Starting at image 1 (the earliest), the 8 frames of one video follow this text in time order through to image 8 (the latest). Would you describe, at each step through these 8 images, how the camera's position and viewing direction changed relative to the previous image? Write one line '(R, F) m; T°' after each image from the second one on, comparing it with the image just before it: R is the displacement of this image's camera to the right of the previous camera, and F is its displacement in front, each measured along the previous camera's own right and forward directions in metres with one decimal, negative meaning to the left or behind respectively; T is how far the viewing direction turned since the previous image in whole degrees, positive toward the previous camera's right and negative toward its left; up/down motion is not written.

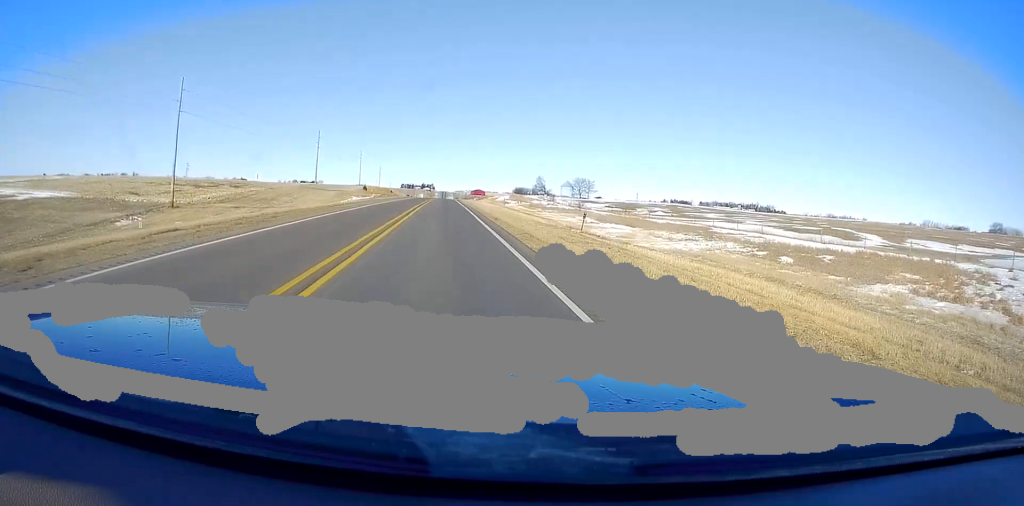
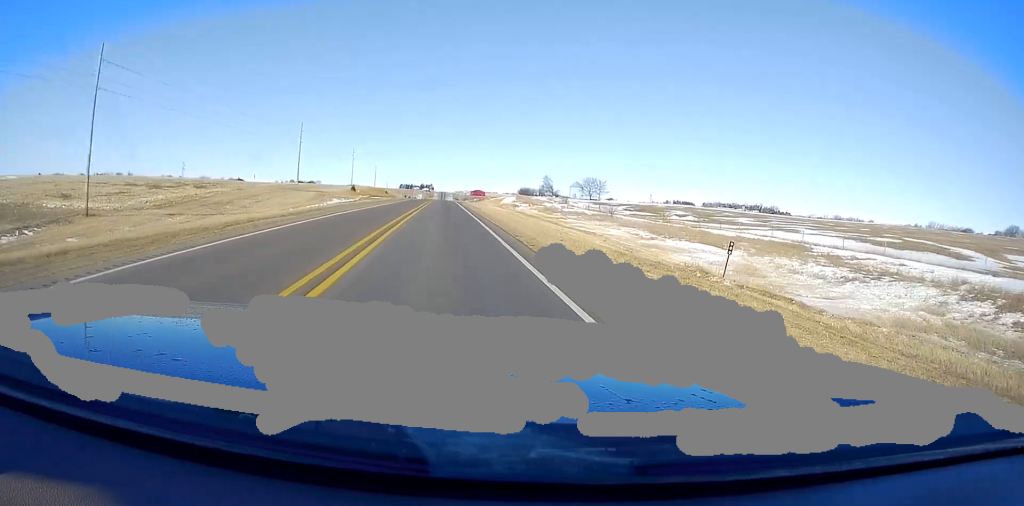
(-0.1, +18.2) m; 0°
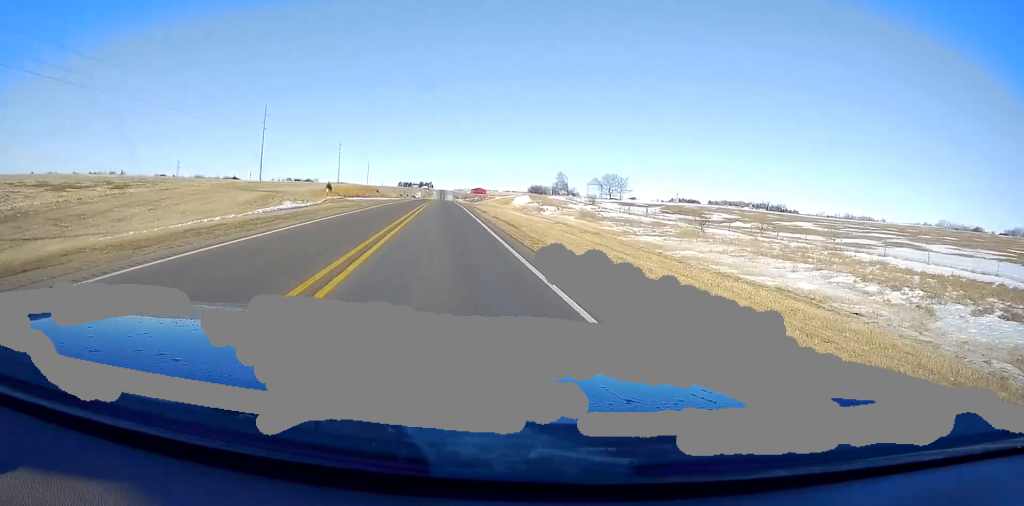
(+0.1, +27.4) m; +1°
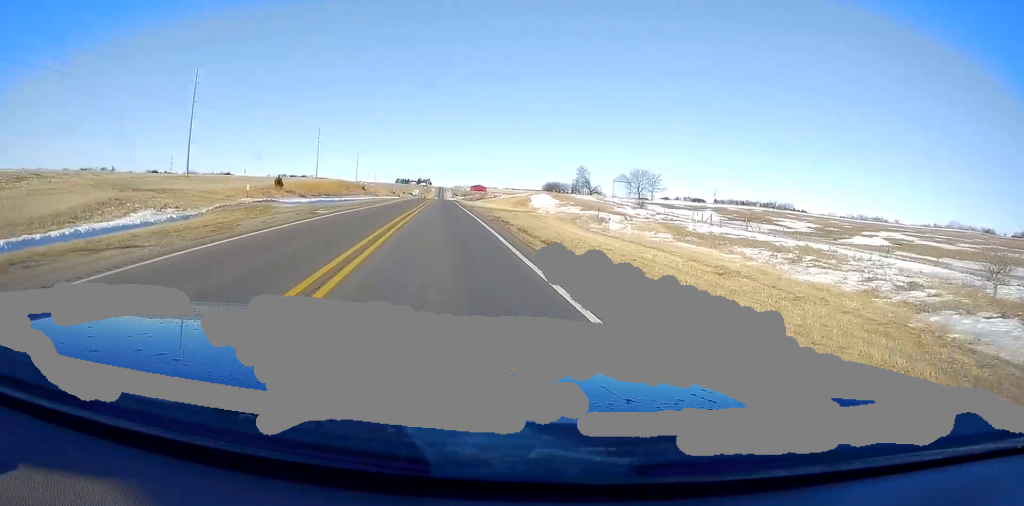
(+0.3, +31.2) m; 0°
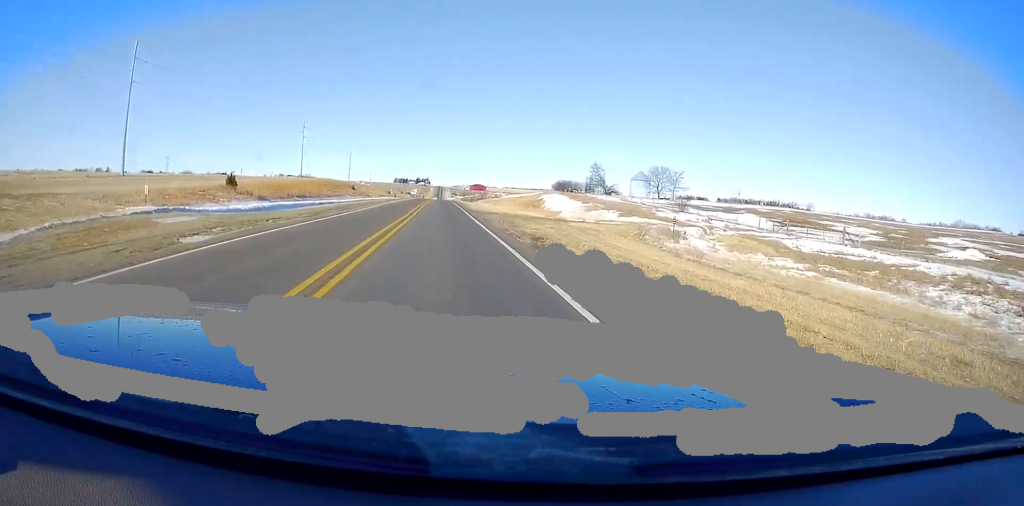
(-0.3, +16.5) m; 0°
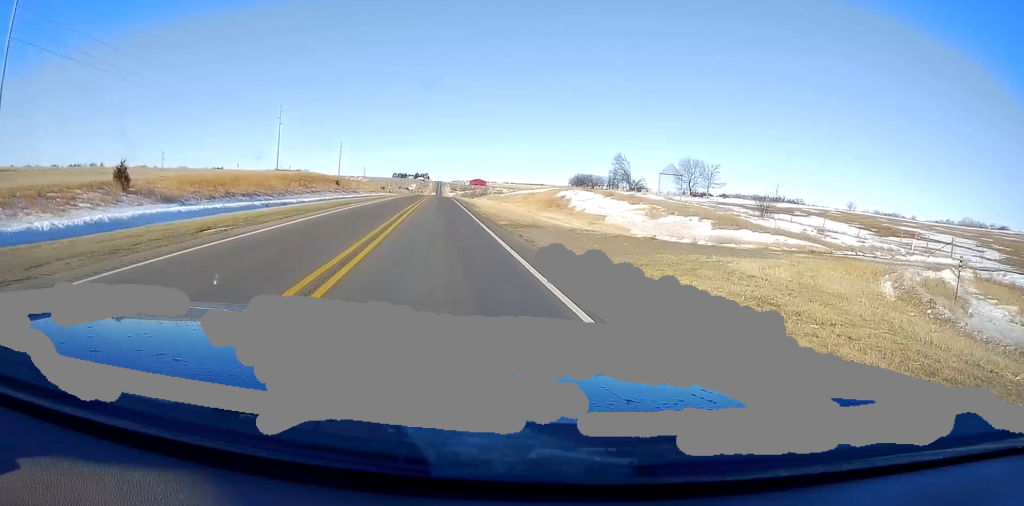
(+0.1, +20.7) m; 0°
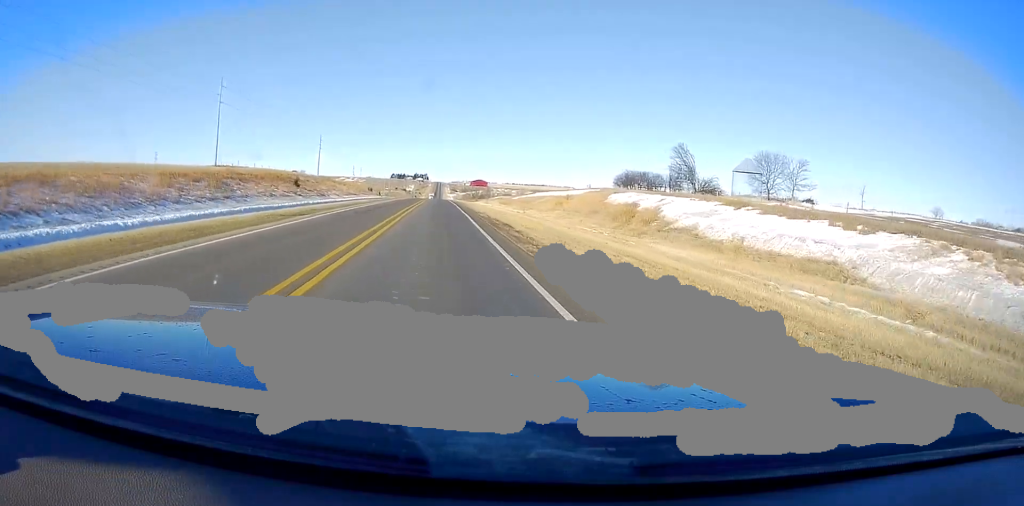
(0.0, +34.3) m; 0°
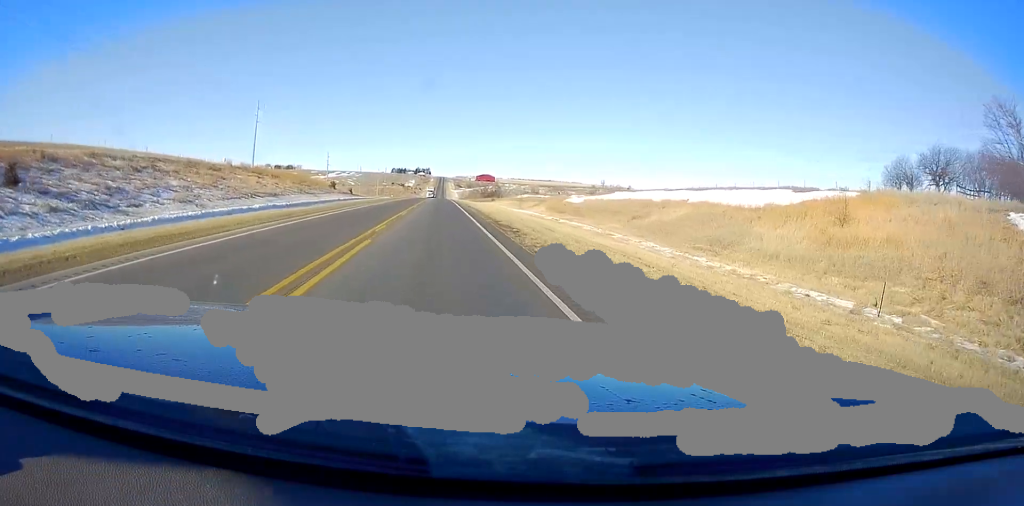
(0.0, +63.2) m; -1°
